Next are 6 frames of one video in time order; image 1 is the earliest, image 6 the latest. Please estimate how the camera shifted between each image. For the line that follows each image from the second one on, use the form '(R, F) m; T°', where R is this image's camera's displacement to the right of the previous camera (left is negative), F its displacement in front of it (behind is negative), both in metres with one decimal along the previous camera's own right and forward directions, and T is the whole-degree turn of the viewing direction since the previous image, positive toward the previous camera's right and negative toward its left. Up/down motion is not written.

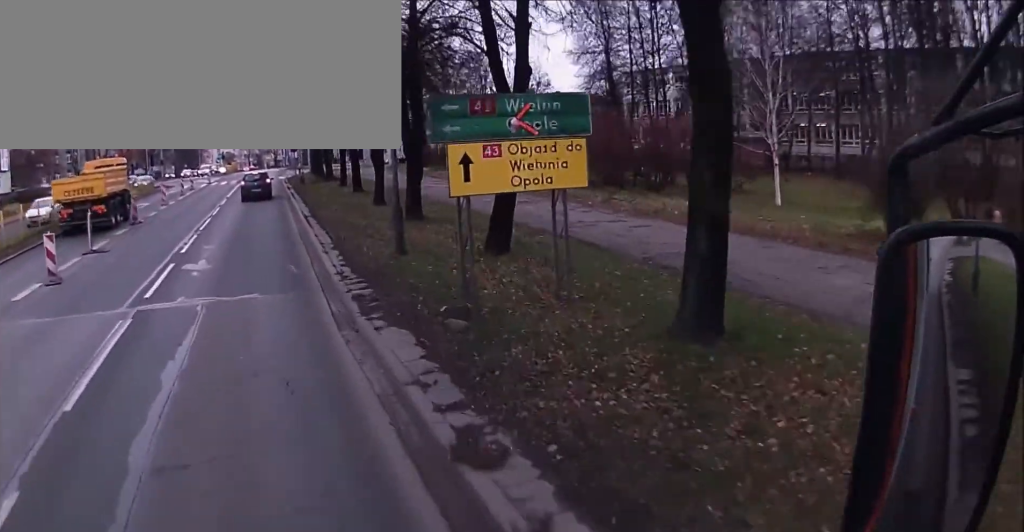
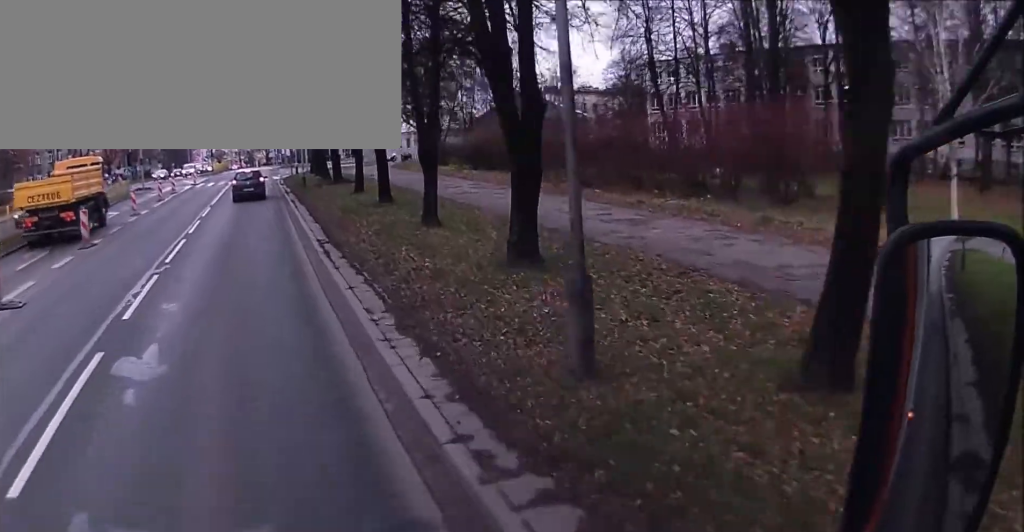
(-0.1, +8.2) m; +1°
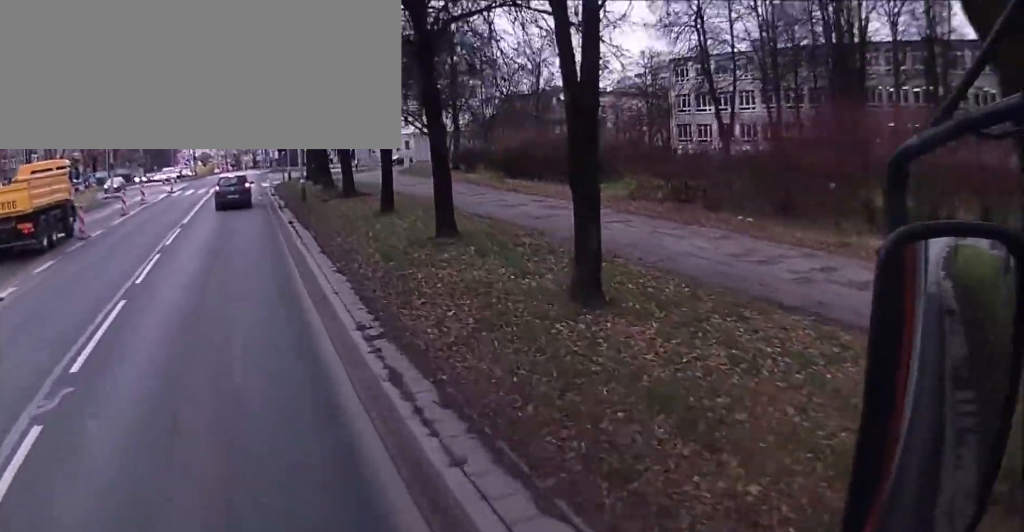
(+0.2, +9.3) m; +2°
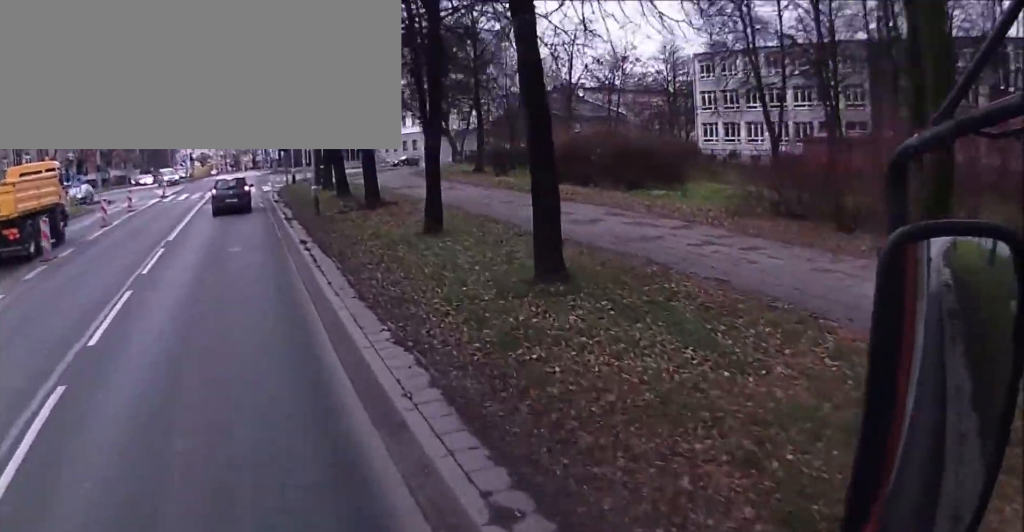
(+0.2, +5.8) m; +1°
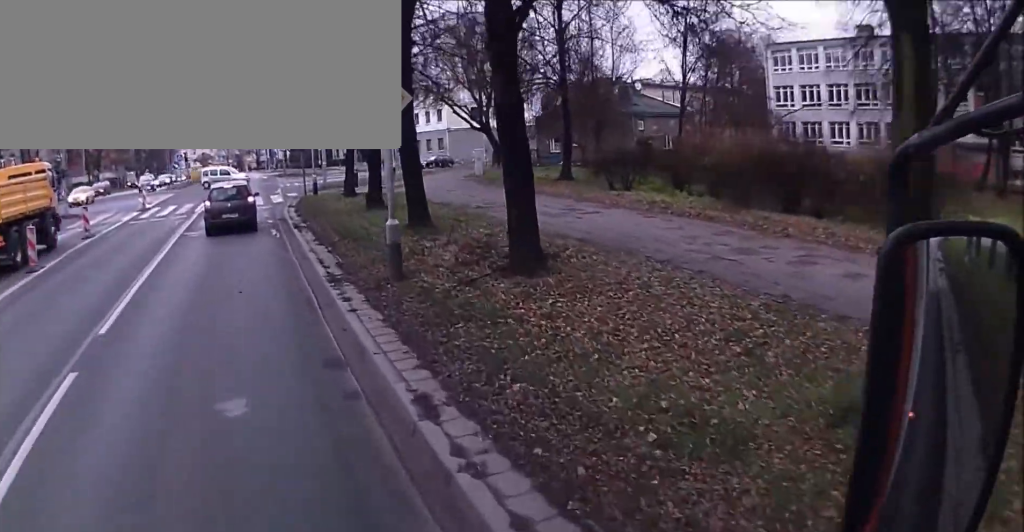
(-0.1, +13.7) m; -1°
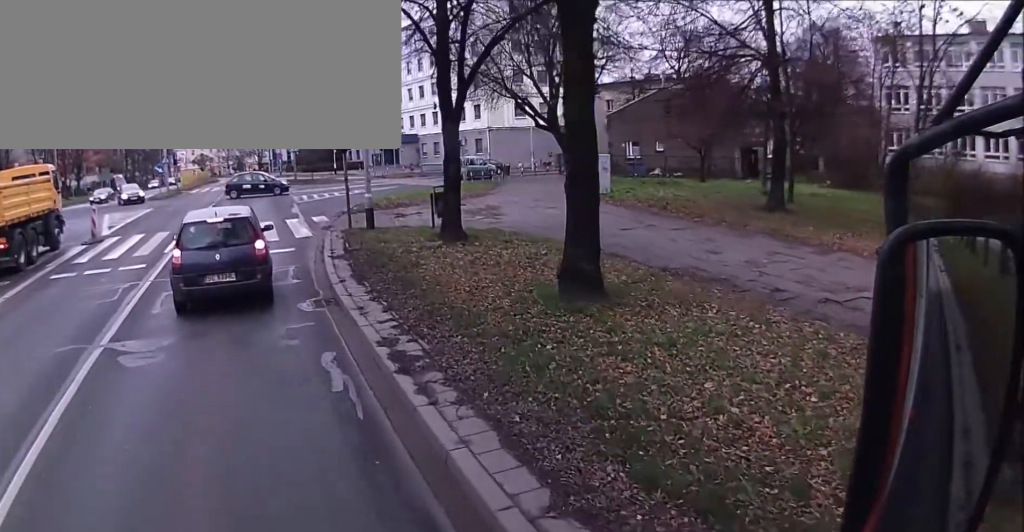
(+0.1, +15.6) m; +4°
